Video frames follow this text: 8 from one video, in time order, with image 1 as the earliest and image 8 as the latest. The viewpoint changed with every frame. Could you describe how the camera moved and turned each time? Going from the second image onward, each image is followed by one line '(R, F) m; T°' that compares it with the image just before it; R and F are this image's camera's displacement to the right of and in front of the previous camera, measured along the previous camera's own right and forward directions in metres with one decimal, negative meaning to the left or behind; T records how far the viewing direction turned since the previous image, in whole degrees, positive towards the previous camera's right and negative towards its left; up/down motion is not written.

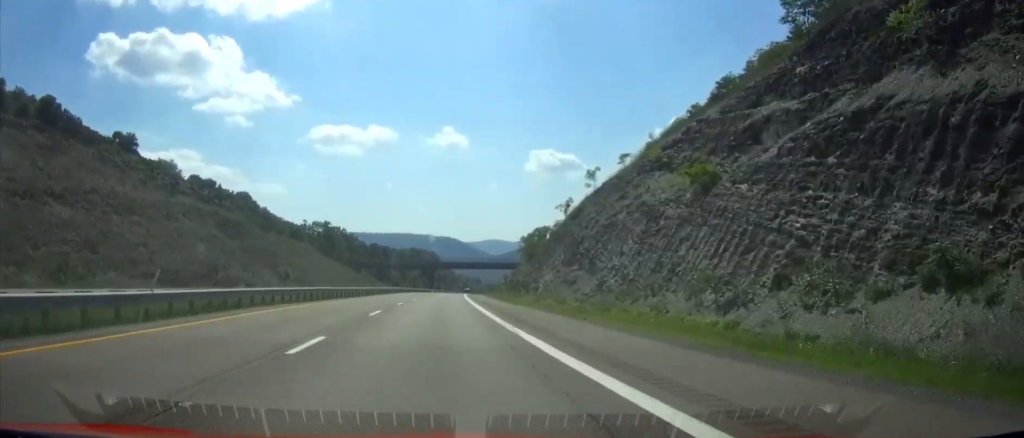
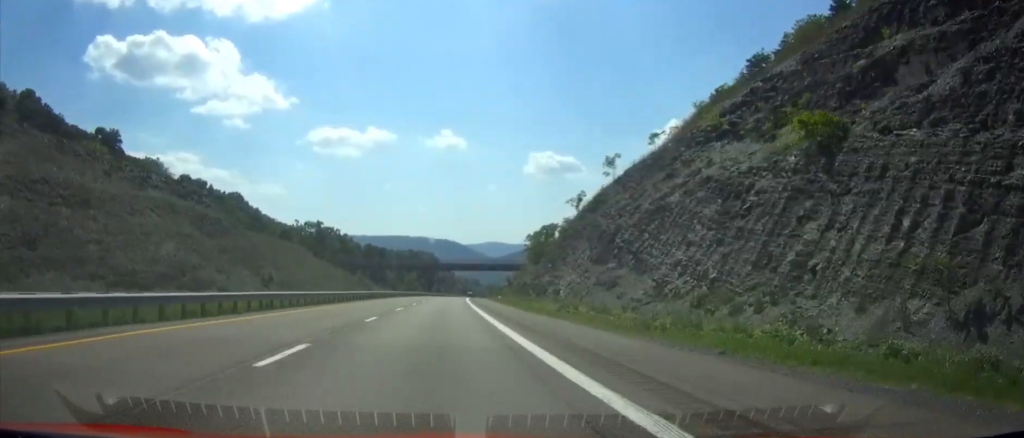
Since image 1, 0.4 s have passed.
(0.0, +13.9) m; 0°
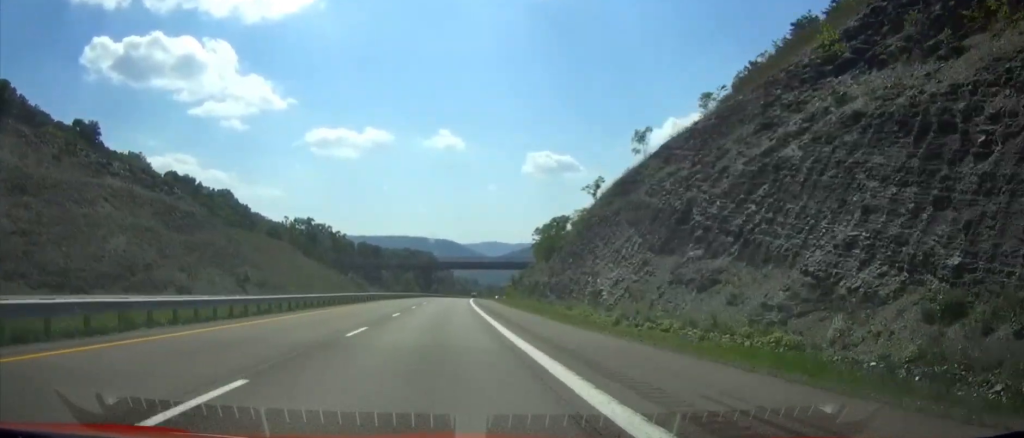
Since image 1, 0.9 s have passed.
(0.0, +16.2) m; 0°
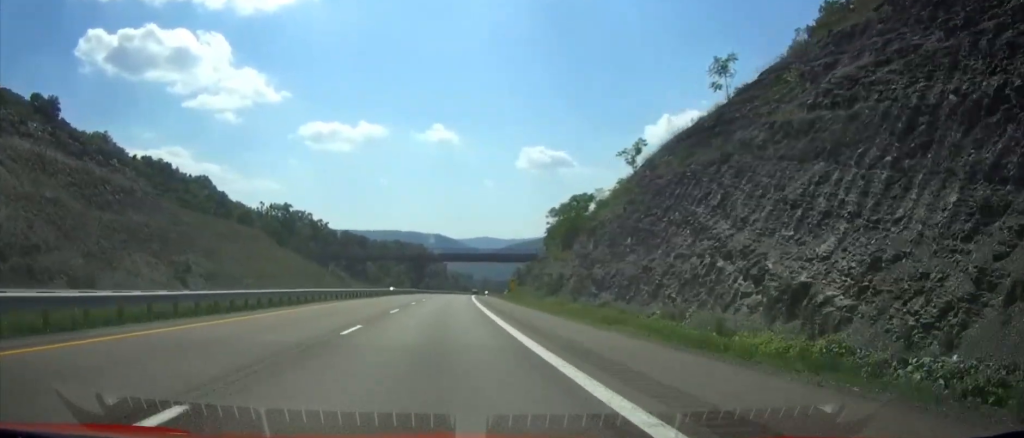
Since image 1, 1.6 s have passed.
(+0.1, +26.7) m; 0°
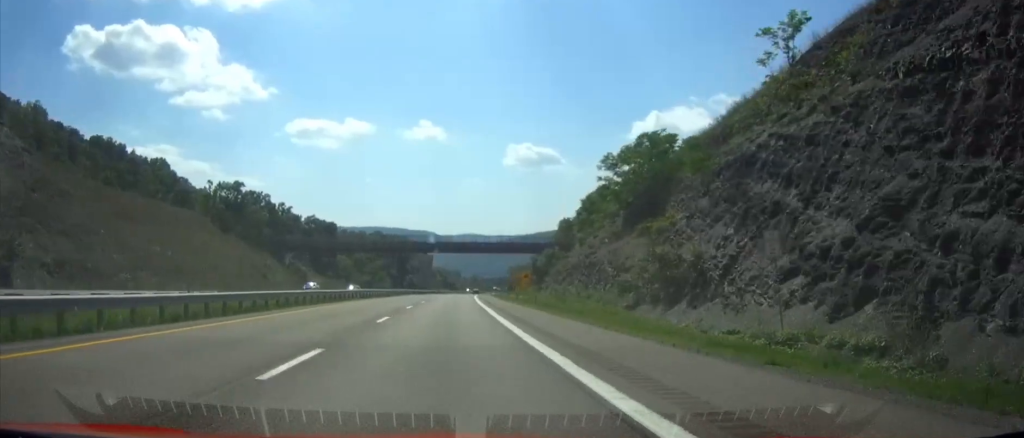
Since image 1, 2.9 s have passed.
(+0.4, +43.2) m; +1°
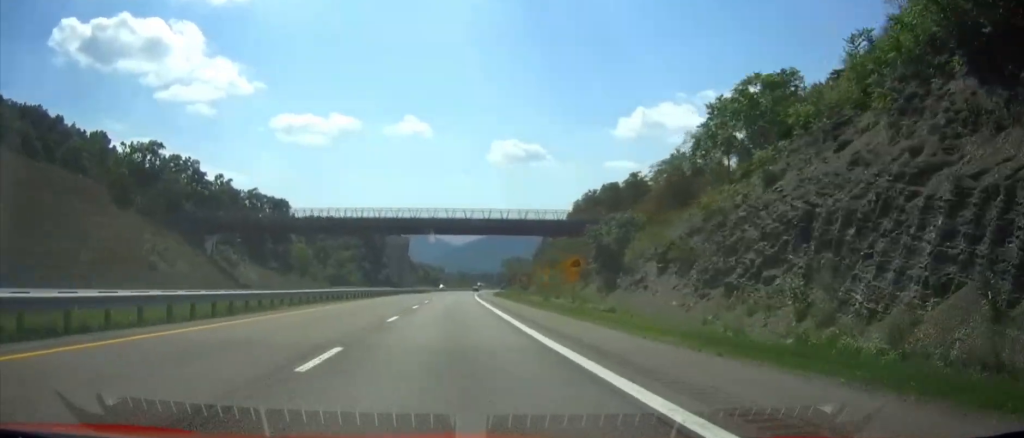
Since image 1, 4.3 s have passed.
(+0.5, +49.2) m; +1°
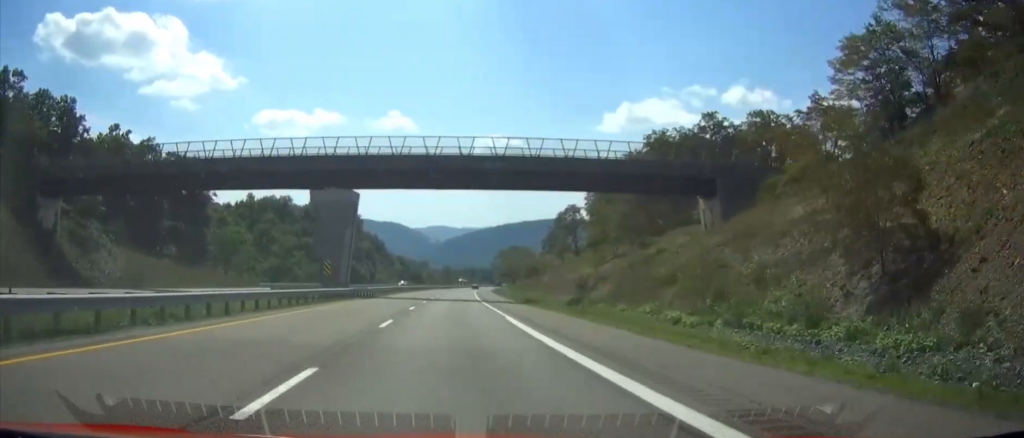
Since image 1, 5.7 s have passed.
(+0.6, +51.7) m; +1°
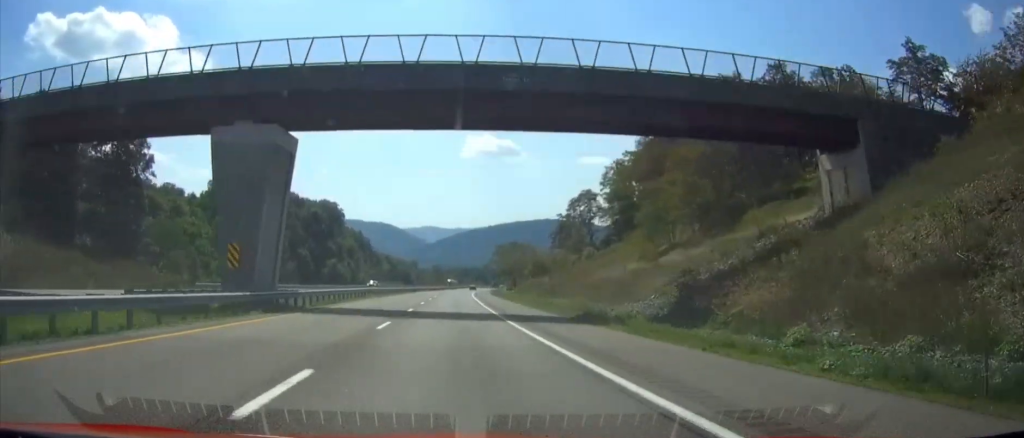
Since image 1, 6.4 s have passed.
(+0.2, +24.7) m; +1°
